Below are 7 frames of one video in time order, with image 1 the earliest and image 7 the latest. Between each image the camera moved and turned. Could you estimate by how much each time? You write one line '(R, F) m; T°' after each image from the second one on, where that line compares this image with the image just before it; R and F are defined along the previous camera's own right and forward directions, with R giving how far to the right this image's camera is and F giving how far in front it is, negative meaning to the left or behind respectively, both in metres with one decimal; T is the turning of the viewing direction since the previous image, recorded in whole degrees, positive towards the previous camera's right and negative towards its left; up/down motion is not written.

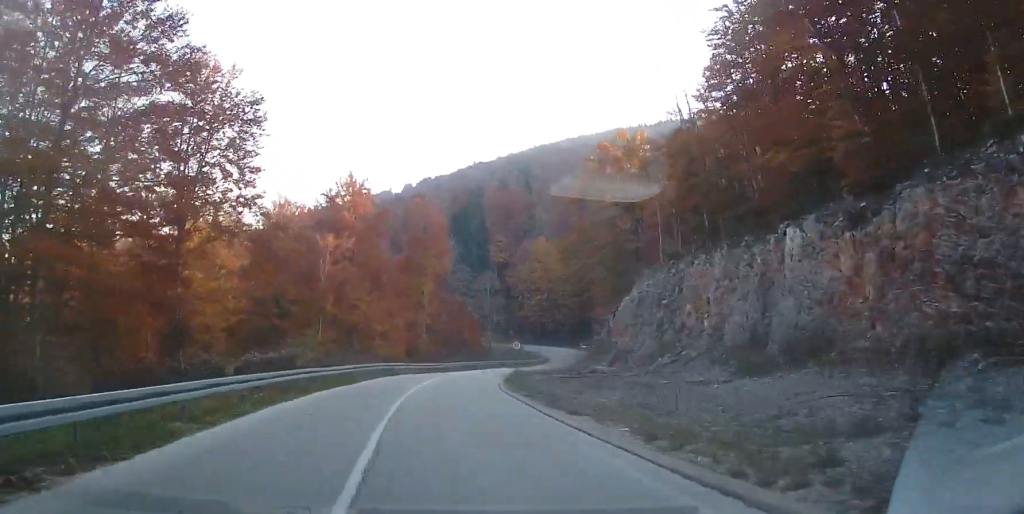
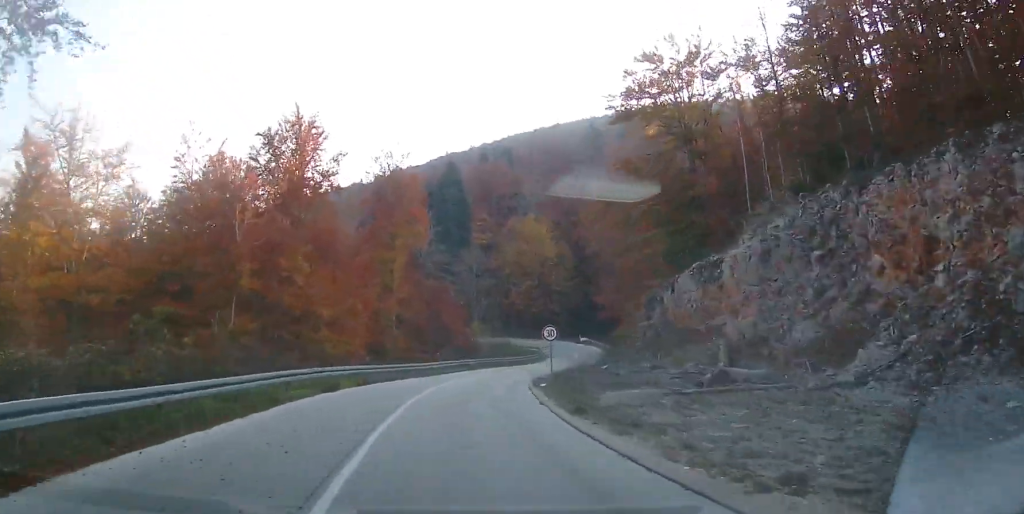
(+0.3, +16.5) m; +4°
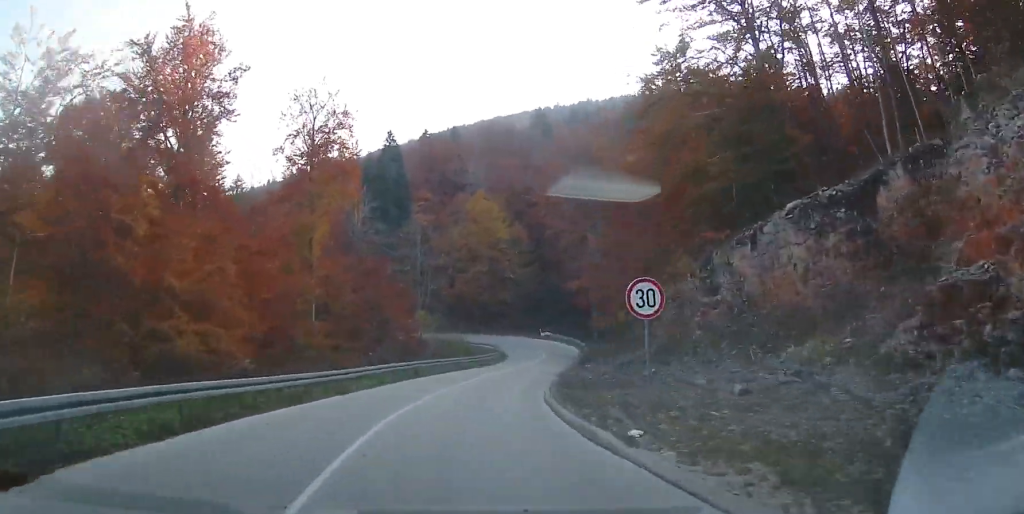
(+0.6, +14.8) m; +5°
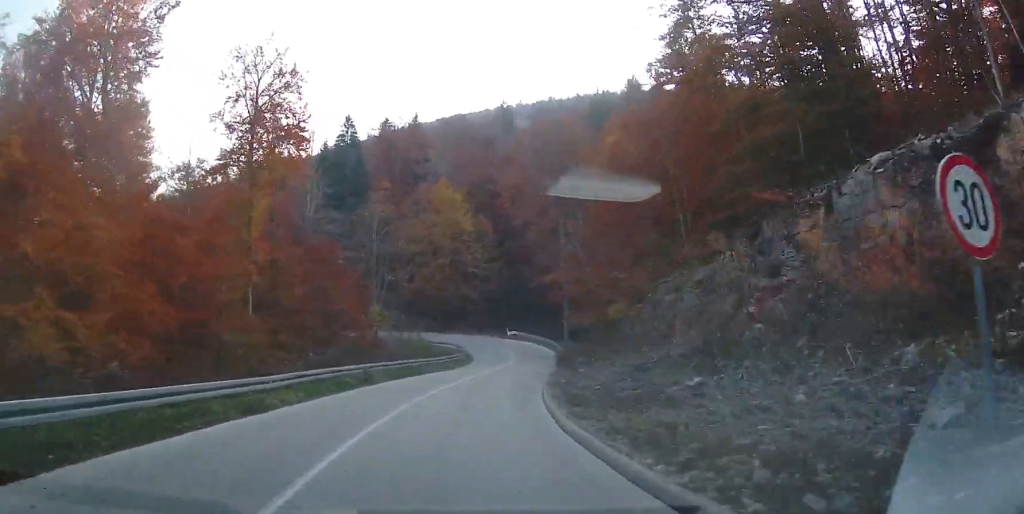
(+0.1, +6.9) m; +3°
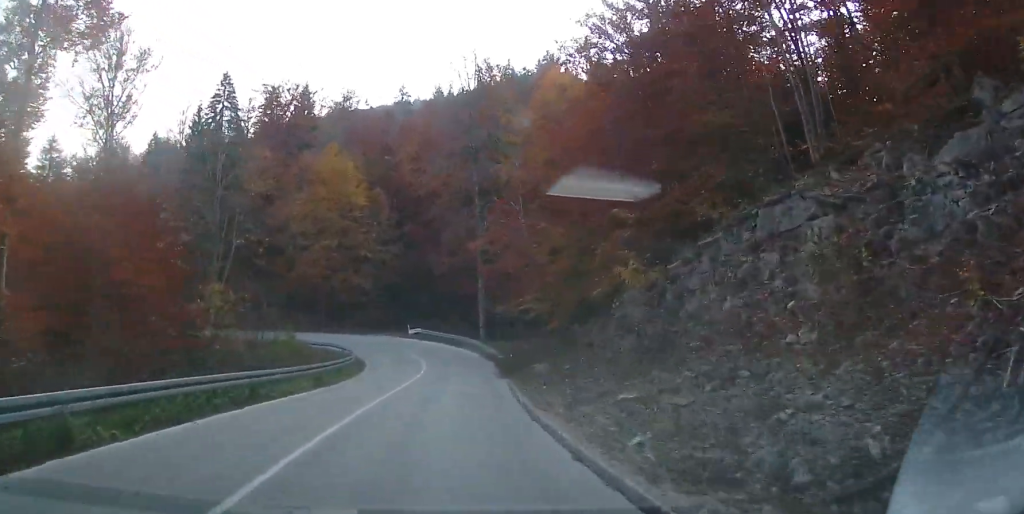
(+1.3, +16.7) m; +9°
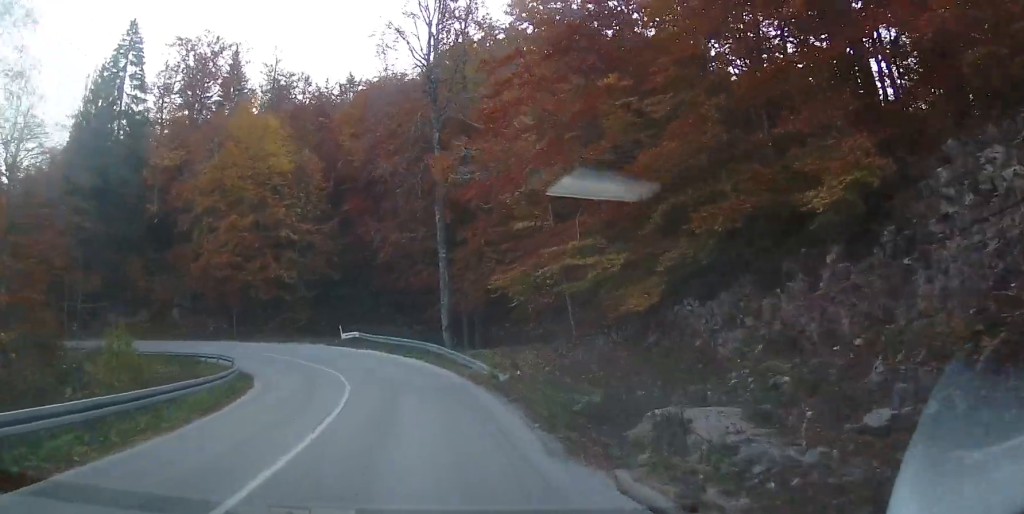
(+1.5, +17.3) m; +5°
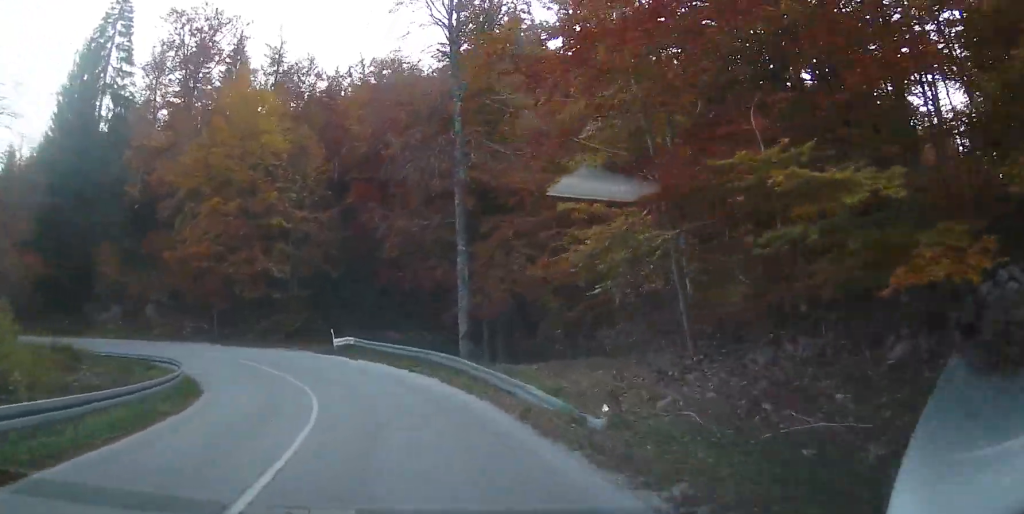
(+0.1, +7.9) m; -2°
